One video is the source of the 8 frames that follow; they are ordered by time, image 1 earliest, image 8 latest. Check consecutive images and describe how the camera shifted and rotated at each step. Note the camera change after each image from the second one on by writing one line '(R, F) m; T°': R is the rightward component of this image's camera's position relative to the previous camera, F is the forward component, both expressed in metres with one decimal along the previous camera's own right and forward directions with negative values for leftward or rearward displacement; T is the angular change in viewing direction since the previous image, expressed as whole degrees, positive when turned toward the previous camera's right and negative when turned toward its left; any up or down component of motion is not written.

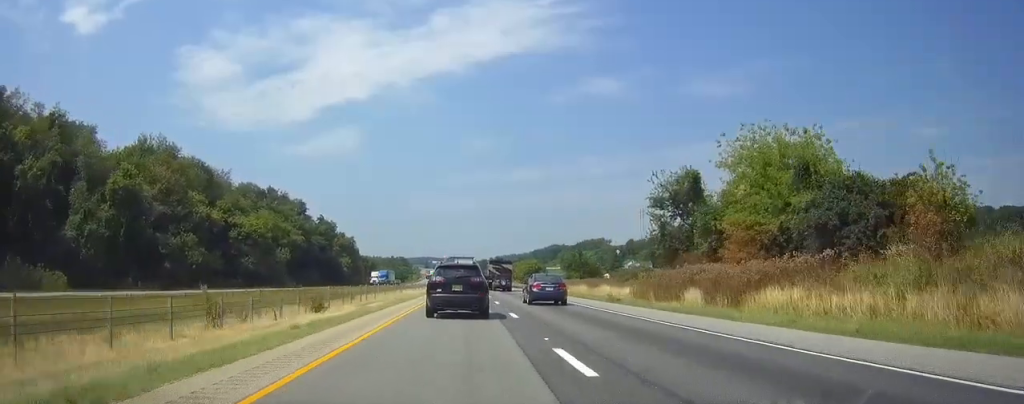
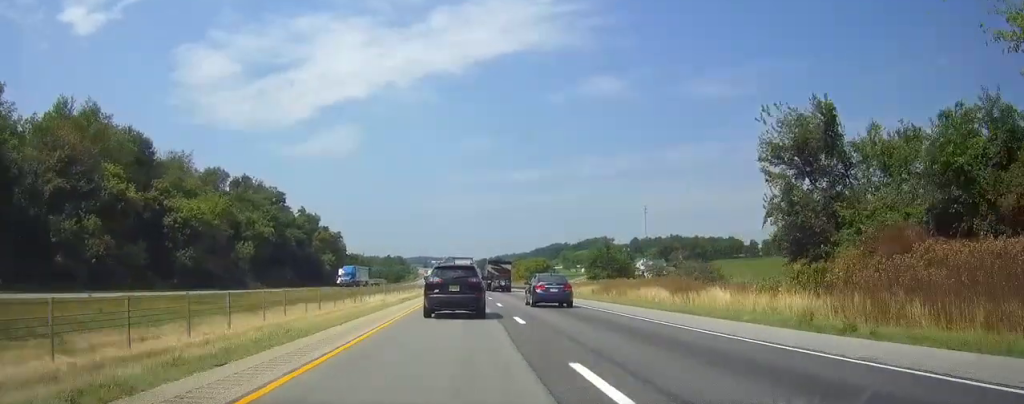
(0.0, +26.3) m; 0°
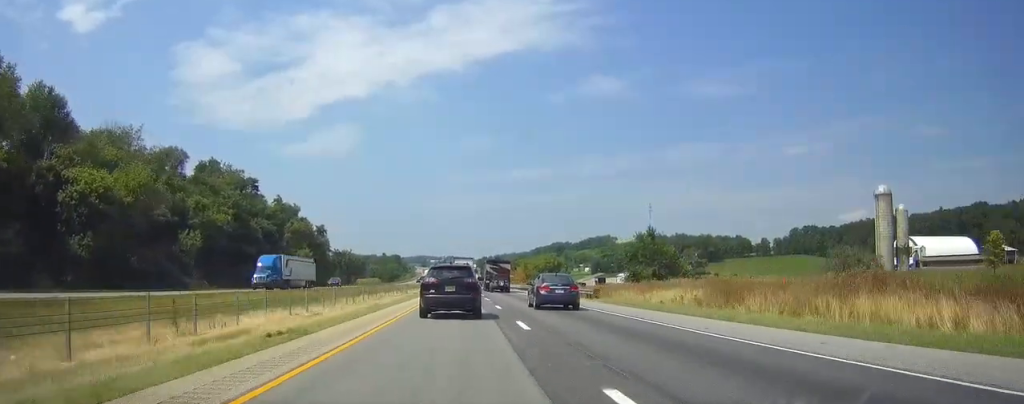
(+0.1, +26.4) m; 0°
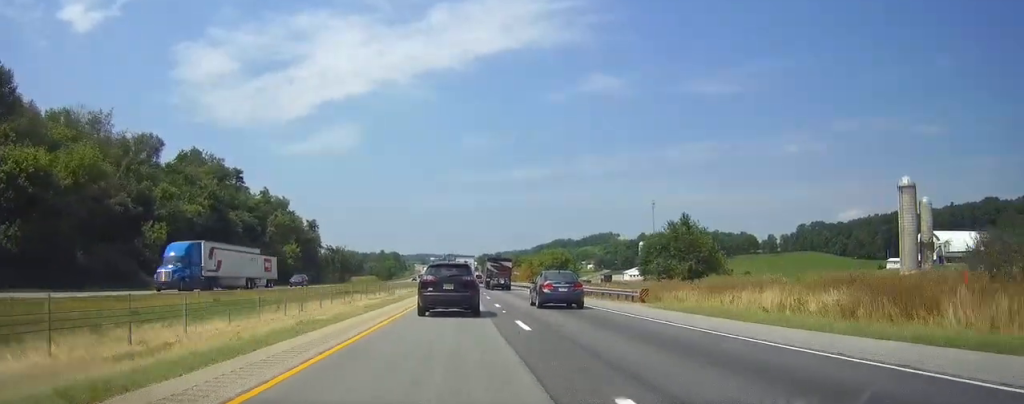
(+0.1, +12.7) m; 0°
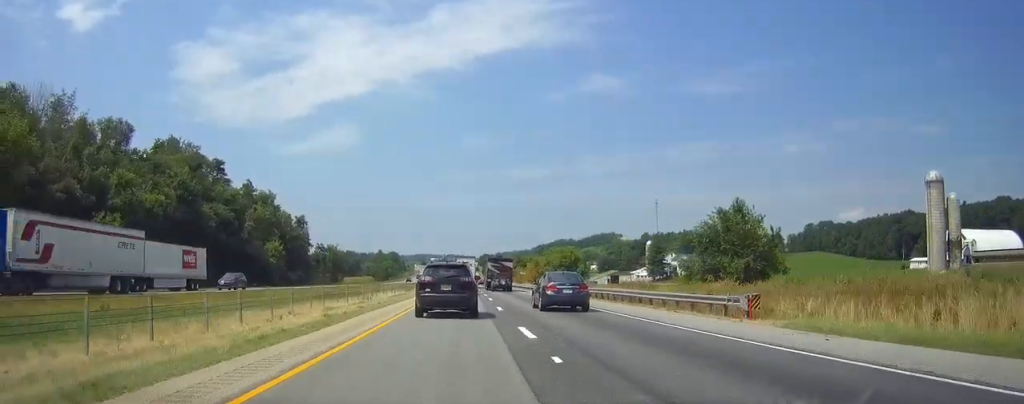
(0.0, +13.8) m; 0°
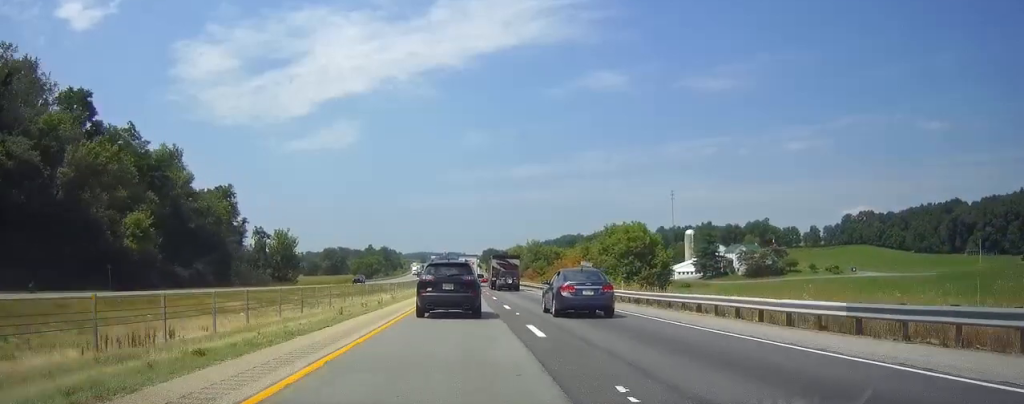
(-0.4, +60.4) m; -1°
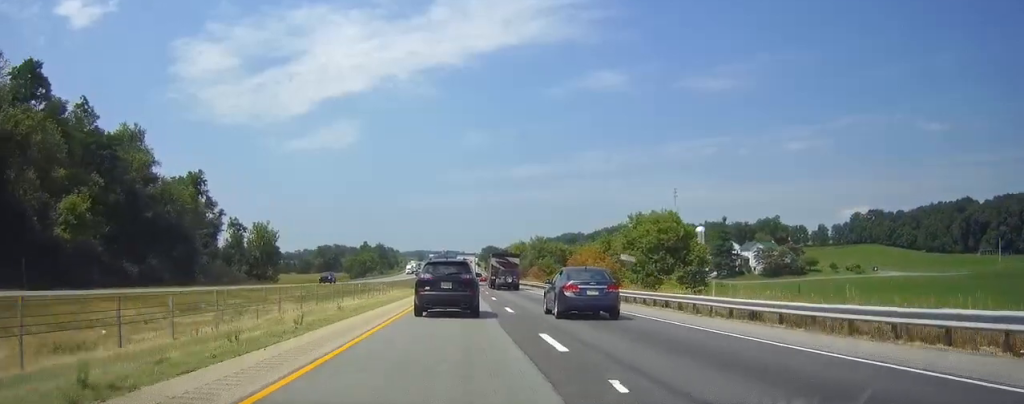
(0.0, +14.9) m; 0°
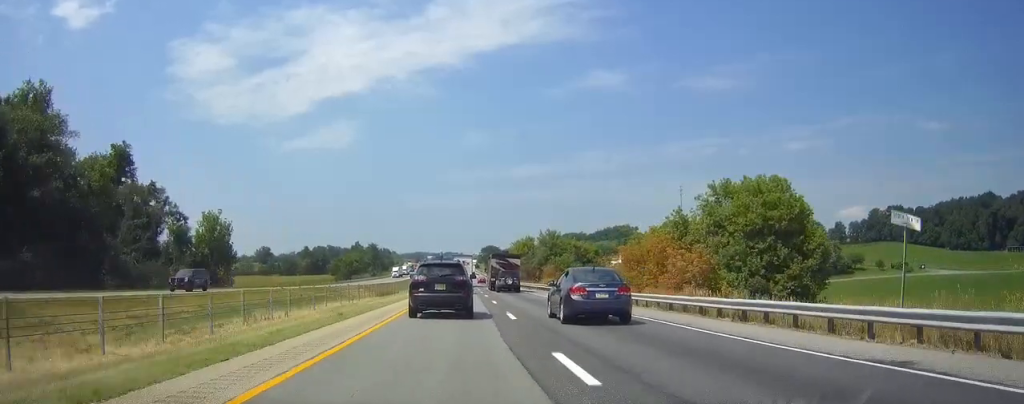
(-0.1, +27.8) m; 0°
